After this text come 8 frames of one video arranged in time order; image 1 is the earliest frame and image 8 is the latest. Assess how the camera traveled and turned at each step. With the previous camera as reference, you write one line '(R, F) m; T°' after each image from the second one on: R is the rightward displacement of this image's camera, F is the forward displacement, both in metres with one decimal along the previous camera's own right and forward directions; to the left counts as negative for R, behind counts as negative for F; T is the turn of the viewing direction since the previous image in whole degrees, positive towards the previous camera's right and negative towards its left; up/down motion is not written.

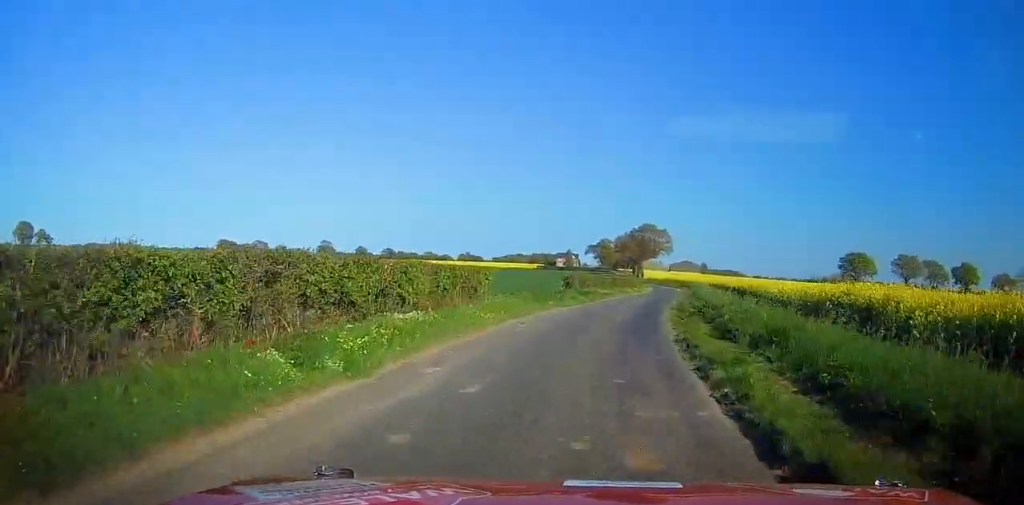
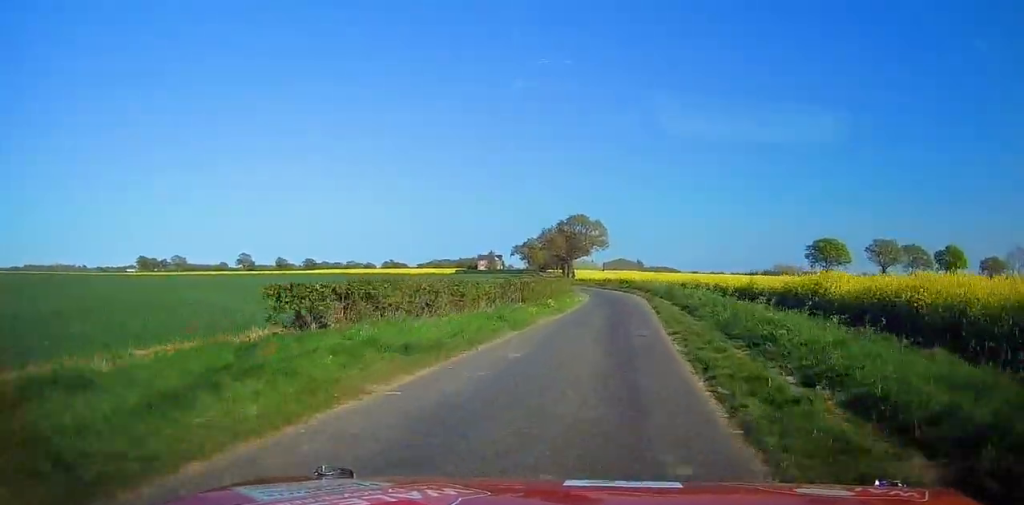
(+1.7, +27.6) m; +4°
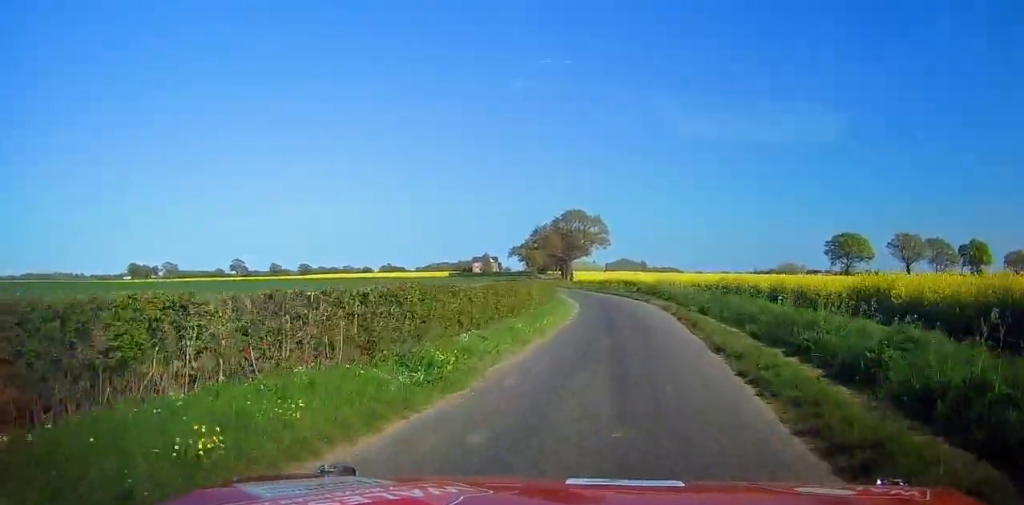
(+0.3, +15.2) m; 0°
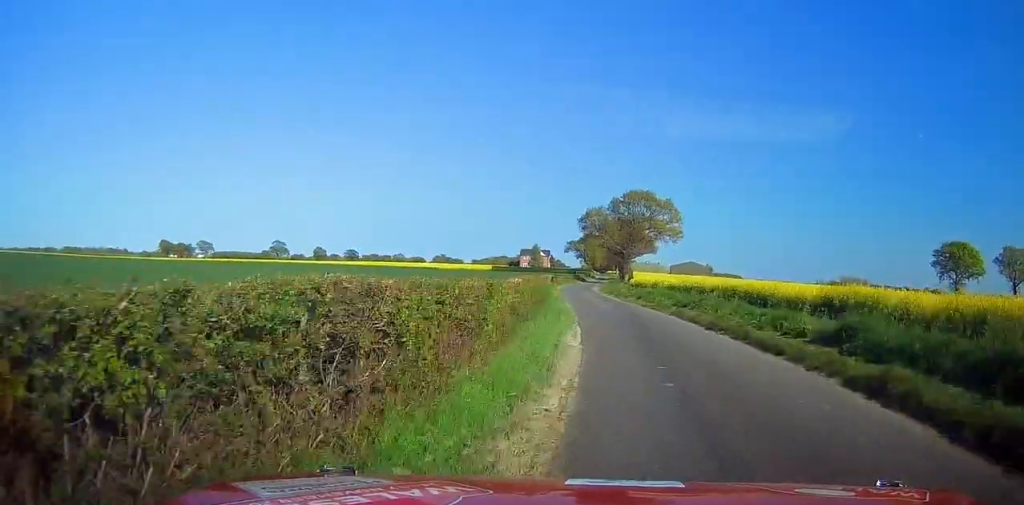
(-0.1, +31.9) m; -3°
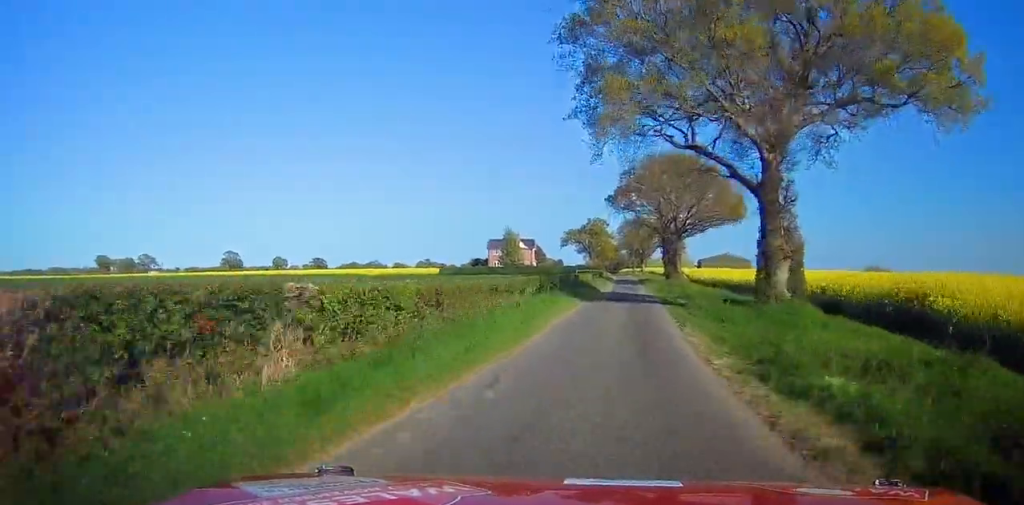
(-4.4, +82.3) m; -3°
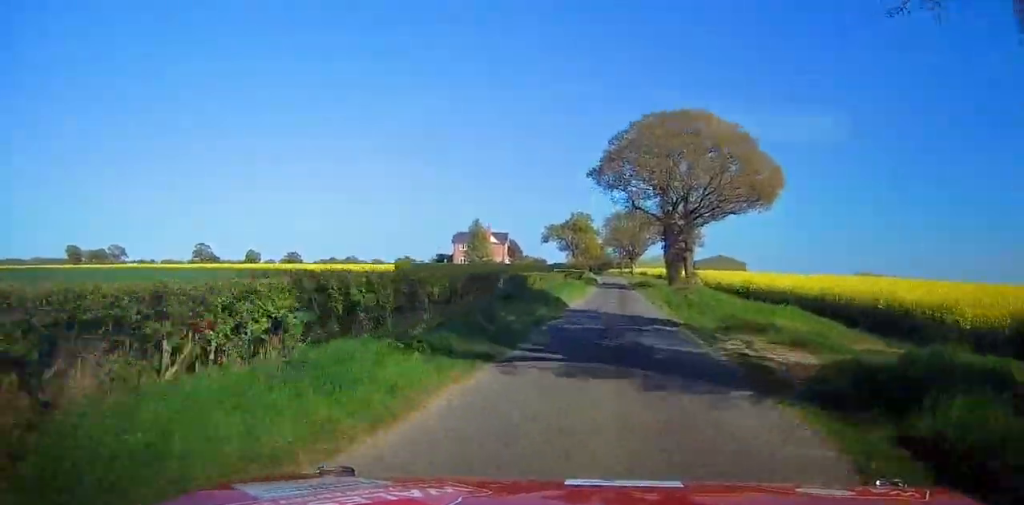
(+0.1, +19.2) m; +1°
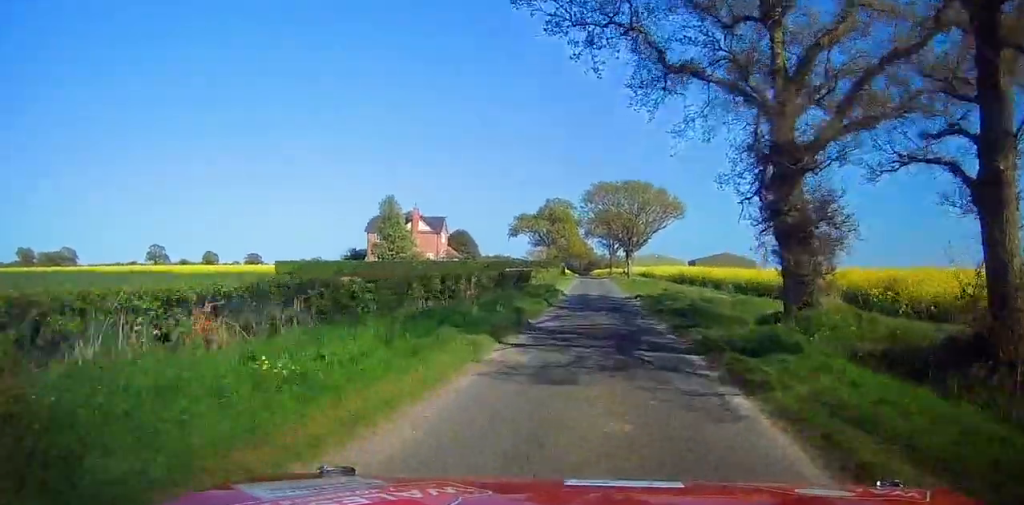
(+0.3, +38.6) m; +1°
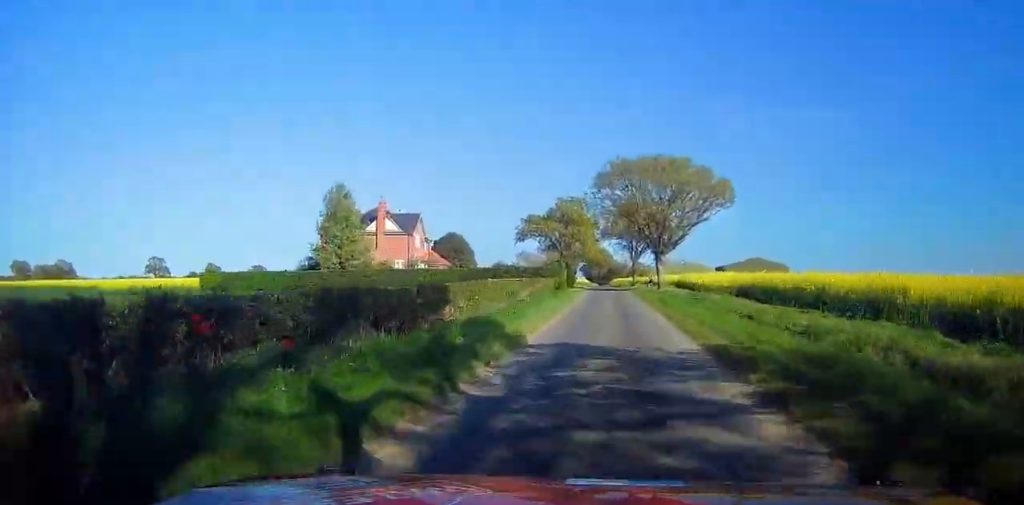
(+0.4, +19.4) m; 0°
